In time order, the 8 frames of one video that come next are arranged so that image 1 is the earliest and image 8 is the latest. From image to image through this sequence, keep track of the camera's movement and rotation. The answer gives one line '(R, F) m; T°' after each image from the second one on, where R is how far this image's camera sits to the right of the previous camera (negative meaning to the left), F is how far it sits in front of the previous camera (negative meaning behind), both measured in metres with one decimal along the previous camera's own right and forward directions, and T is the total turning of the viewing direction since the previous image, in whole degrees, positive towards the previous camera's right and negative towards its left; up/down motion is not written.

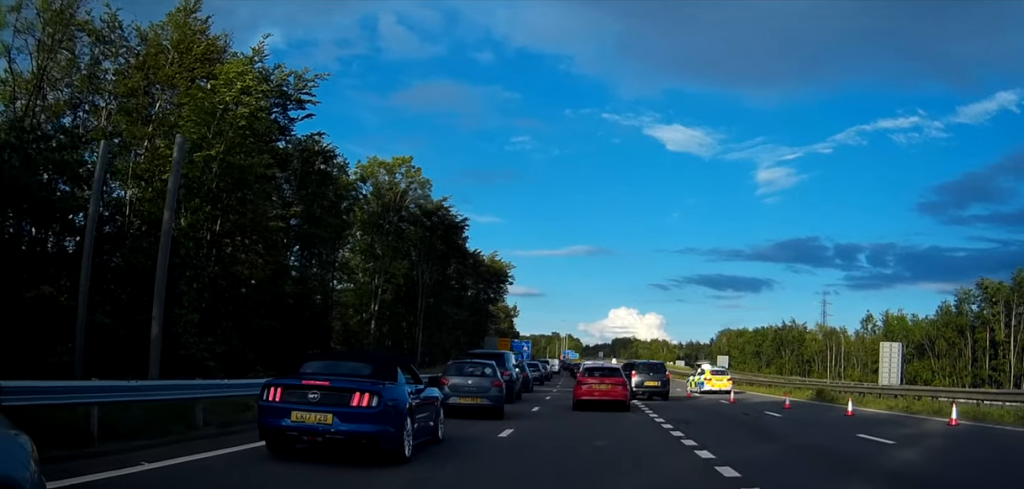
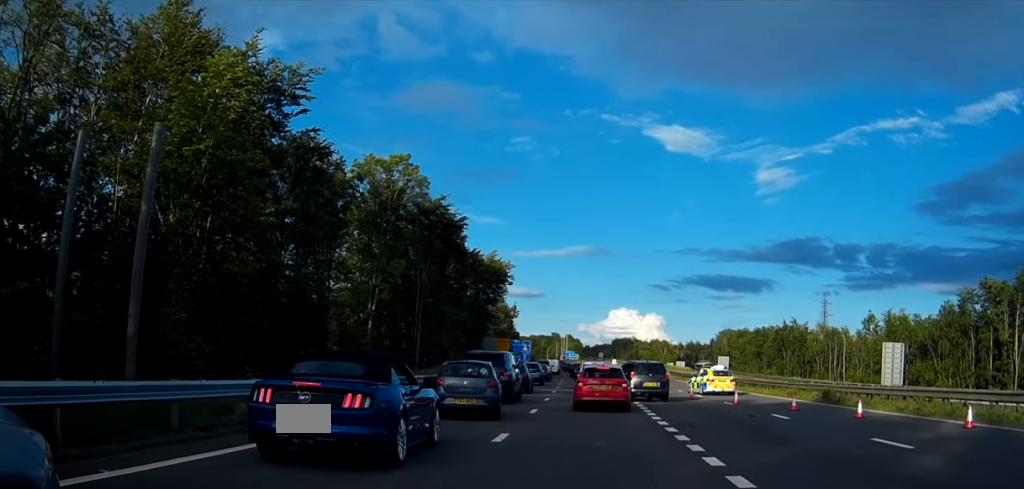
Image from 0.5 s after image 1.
(-0.1, +0.8) m; -2°
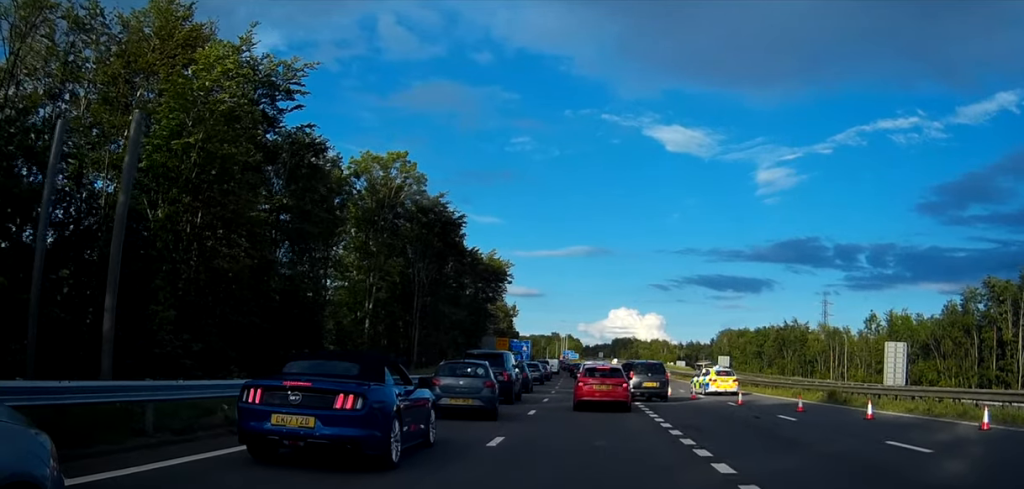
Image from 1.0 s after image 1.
(-0.1, +0.8) m; -2°
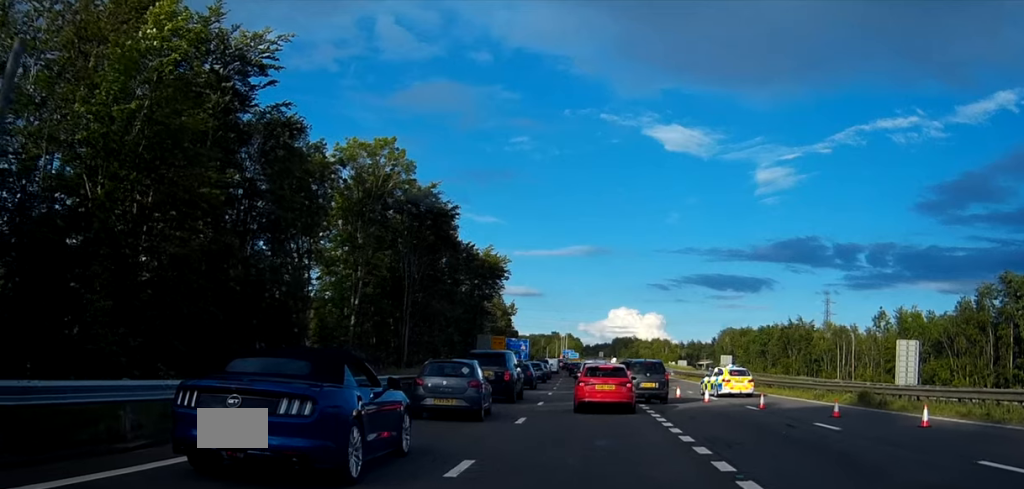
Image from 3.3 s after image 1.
(+0.1, +3.6) m; +4°
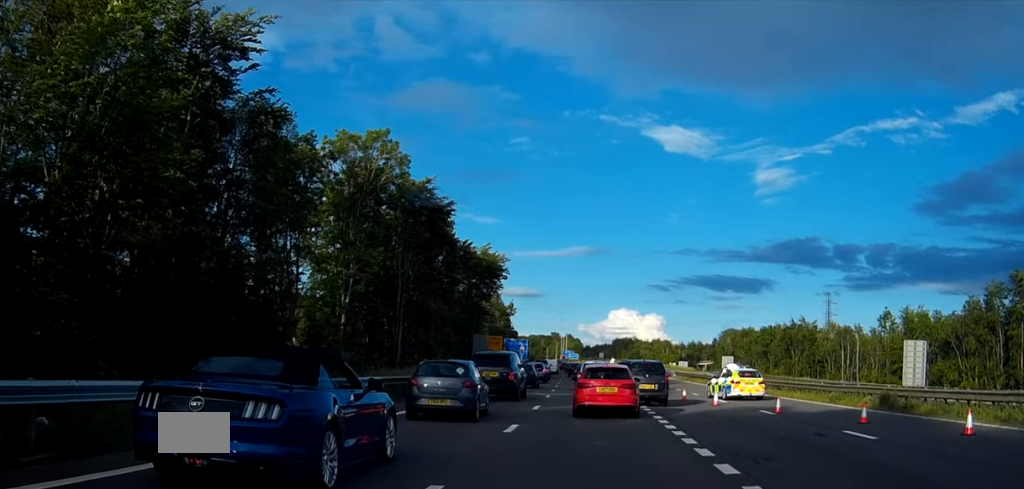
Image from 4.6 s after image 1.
(0.0, +2.3) m; -2°
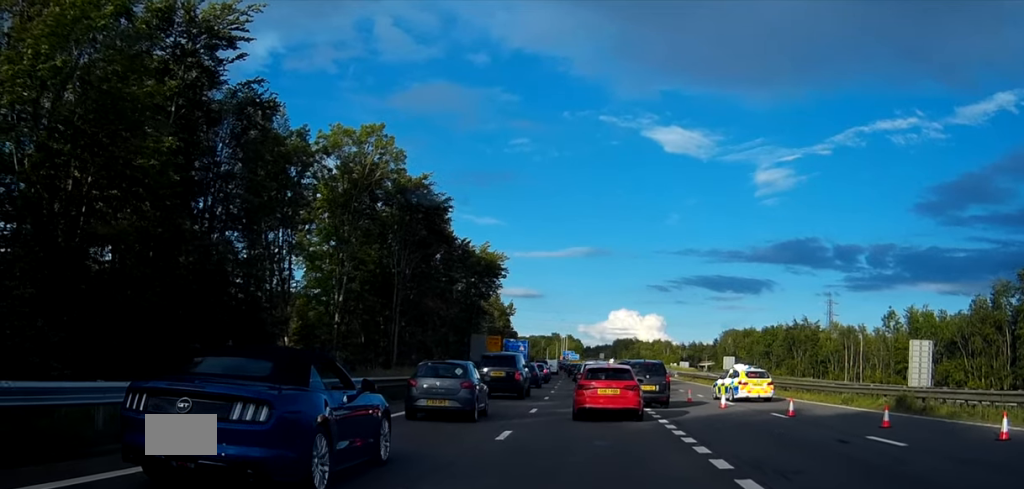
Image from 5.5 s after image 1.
(0.0, +1.5) m; -2°
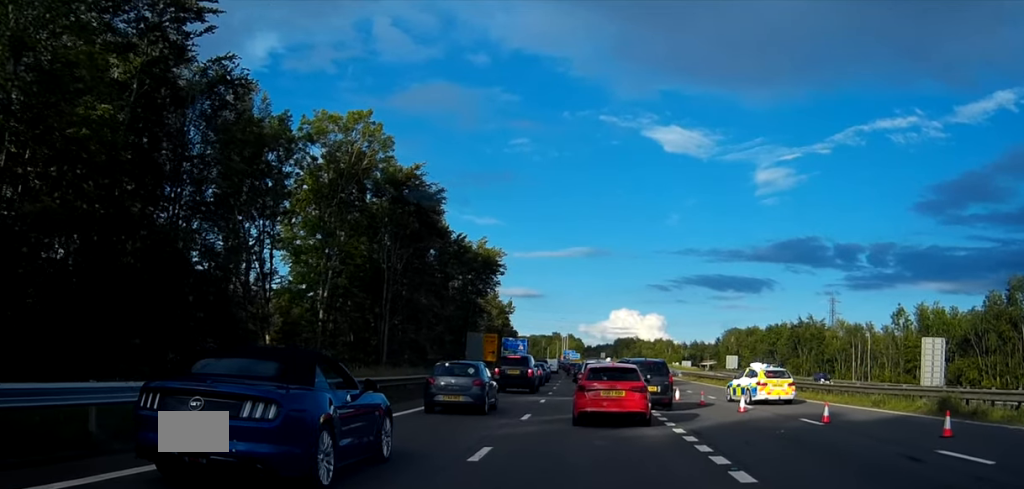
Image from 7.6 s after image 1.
(-0.1, +3.2) m; -2°
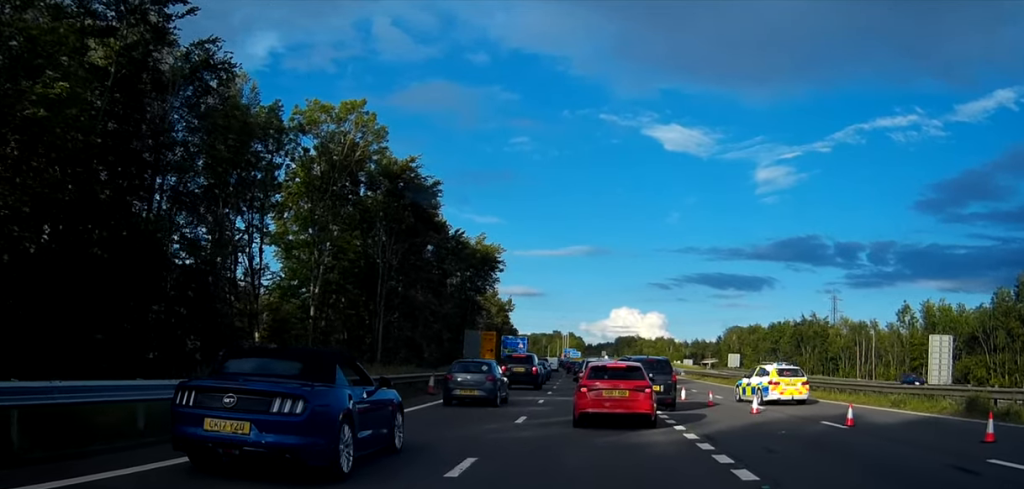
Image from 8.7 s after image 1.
(0.0, +1.8) m; +4°
